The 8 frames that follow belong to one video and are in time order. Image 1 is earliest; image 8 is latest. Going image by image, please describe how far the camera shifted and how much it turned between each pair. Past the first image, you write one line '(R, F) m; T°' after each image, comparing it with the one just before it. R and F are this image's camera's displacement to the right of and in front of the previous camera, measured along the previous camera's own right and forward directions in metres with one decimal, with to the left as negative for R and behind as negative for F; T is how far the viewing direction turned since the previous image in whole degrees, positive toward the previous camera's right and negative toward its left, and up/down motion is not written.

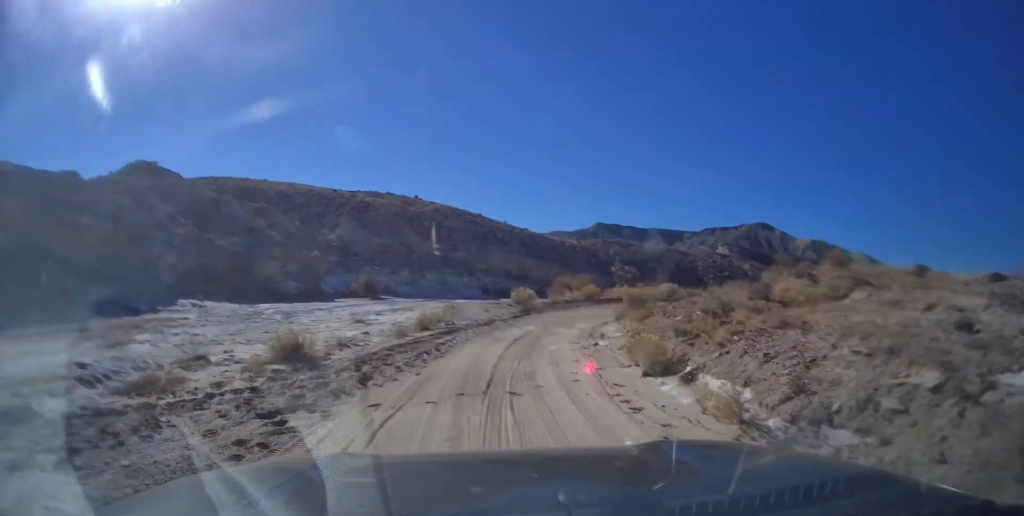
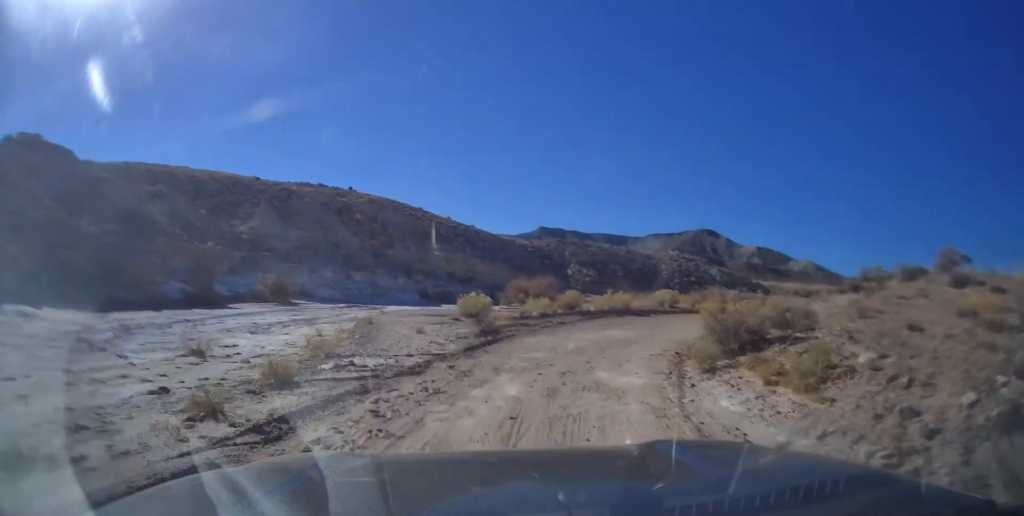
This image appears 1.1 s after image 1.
(+0.2, +10.2) m; +3°
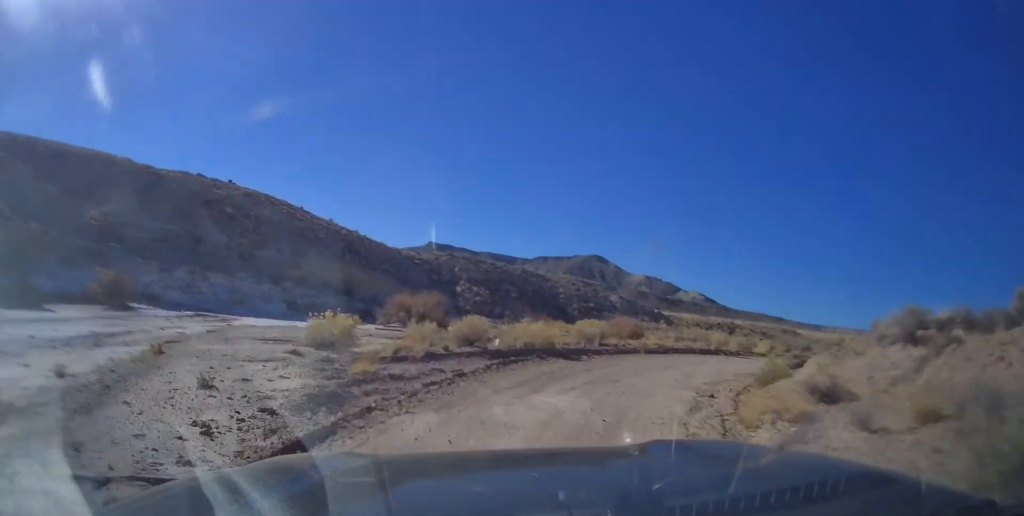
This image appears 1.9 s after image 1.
(-0.1, +8.2) m; +3°
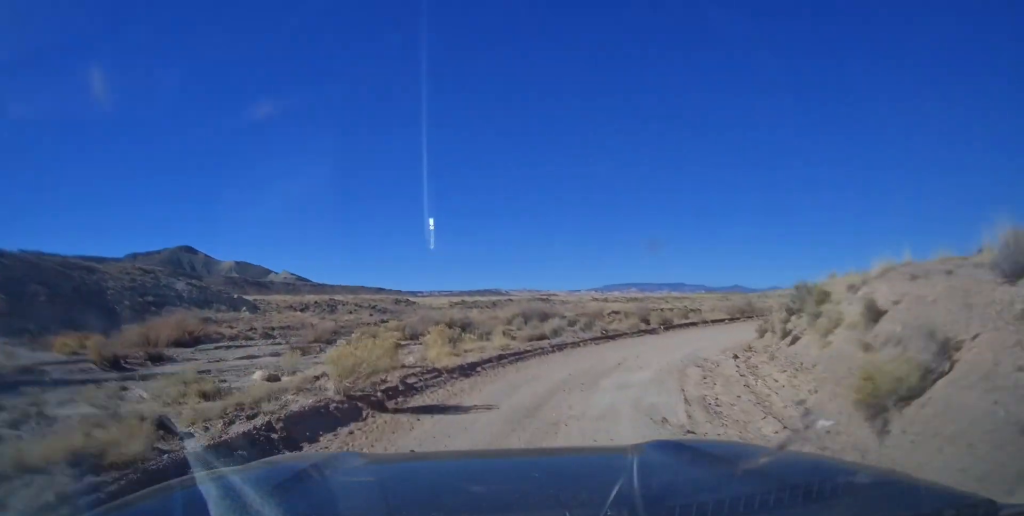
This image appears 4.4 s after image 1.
(+2.6, +21.7) m; +29°
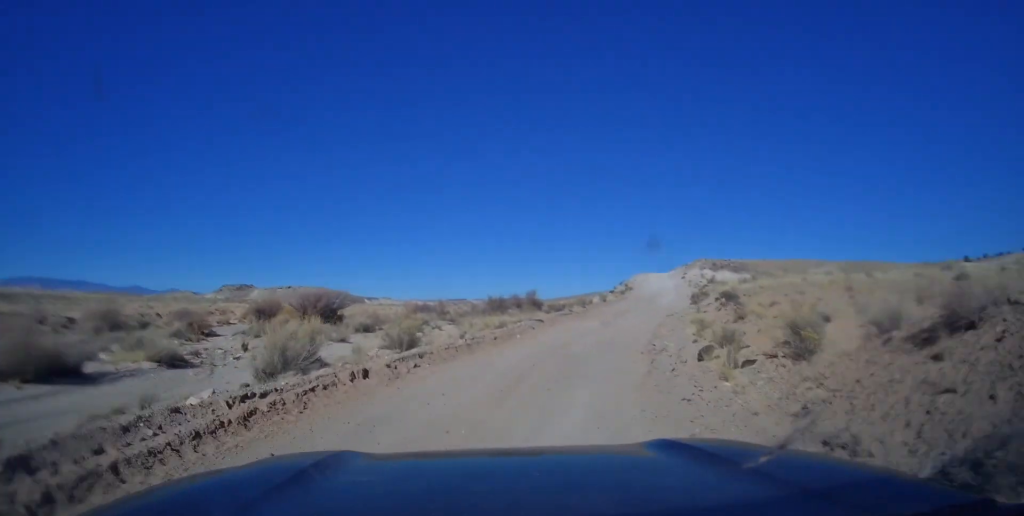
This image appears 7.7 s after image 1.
(+15.0, +22.7) m; +56°
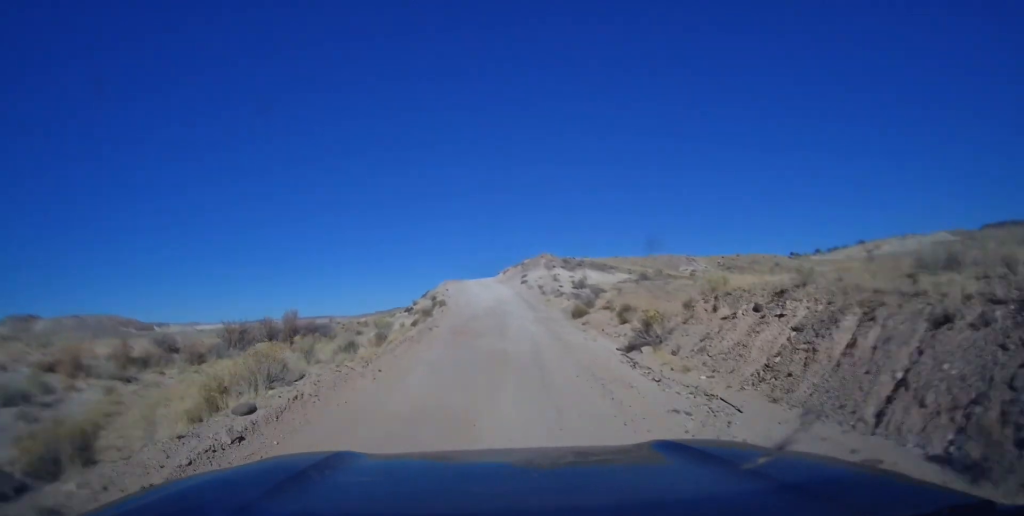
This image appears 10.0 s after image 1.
(+5.3, +21.0) m; +29°
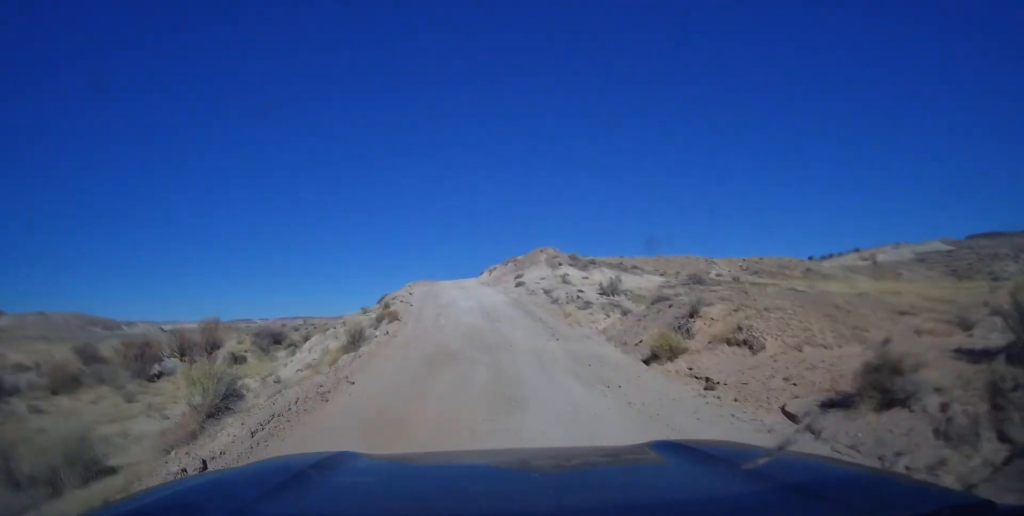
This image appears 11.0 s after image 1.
(+1.5, +10.0) m; +8°
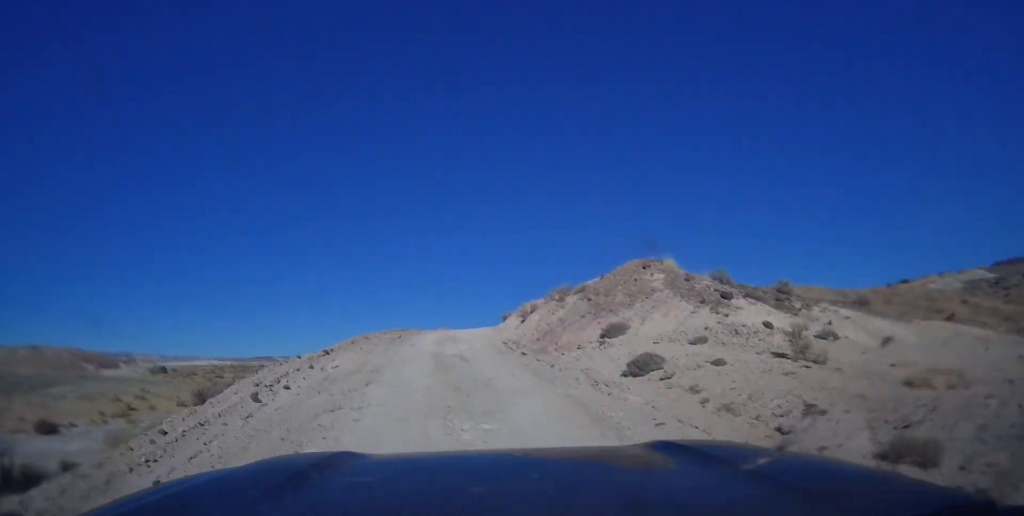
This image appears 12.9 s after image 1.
(+2.7, +20.2) m; +9°
